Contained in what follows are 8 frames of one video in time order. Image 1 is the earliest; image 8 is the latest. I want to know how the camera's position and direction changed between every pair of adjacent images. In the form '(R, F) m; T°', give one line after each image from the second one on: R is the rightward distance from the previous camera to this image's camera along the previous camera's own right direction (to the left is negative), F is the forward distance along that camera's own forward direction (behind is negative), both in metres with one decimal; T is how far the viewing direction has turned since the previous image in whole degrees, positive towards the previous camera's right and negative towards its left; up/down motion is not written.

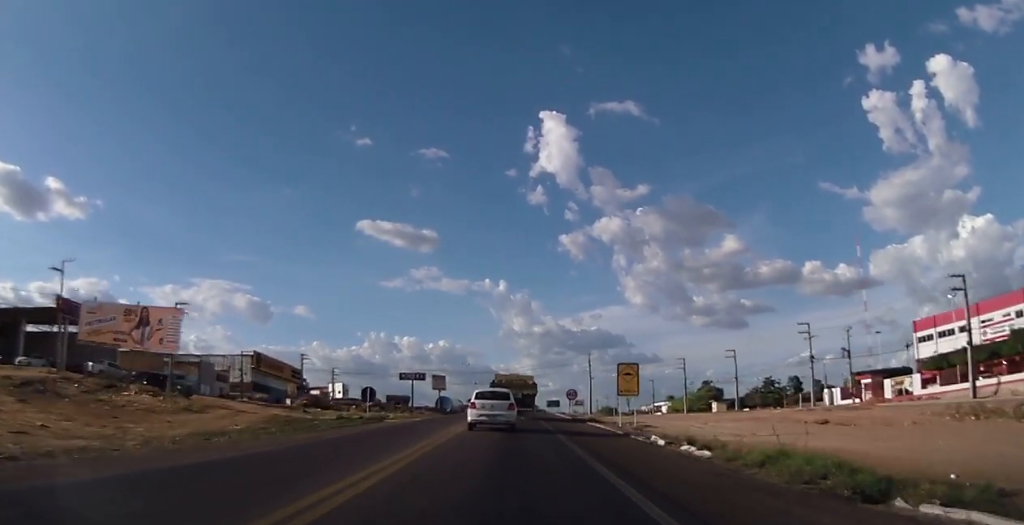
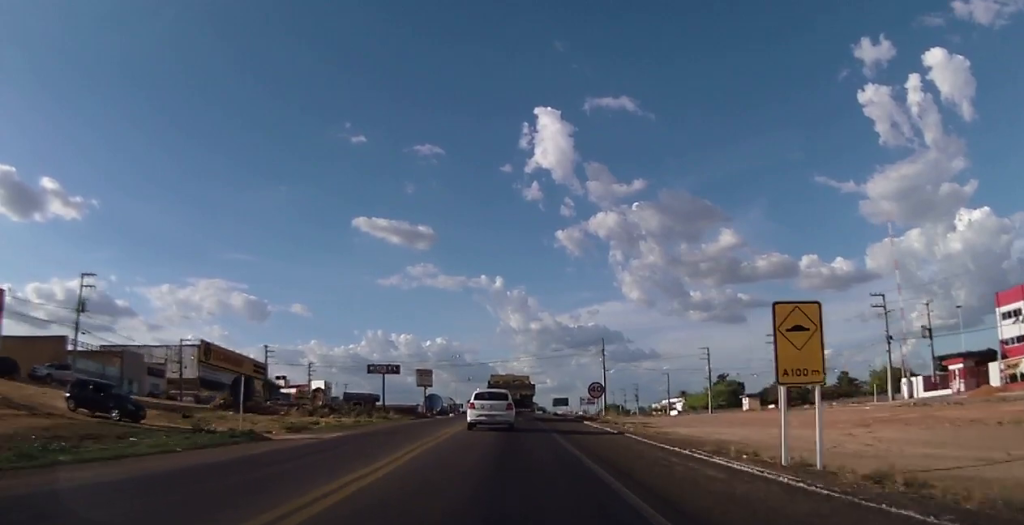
(-0.1, +20.0) m; -1°
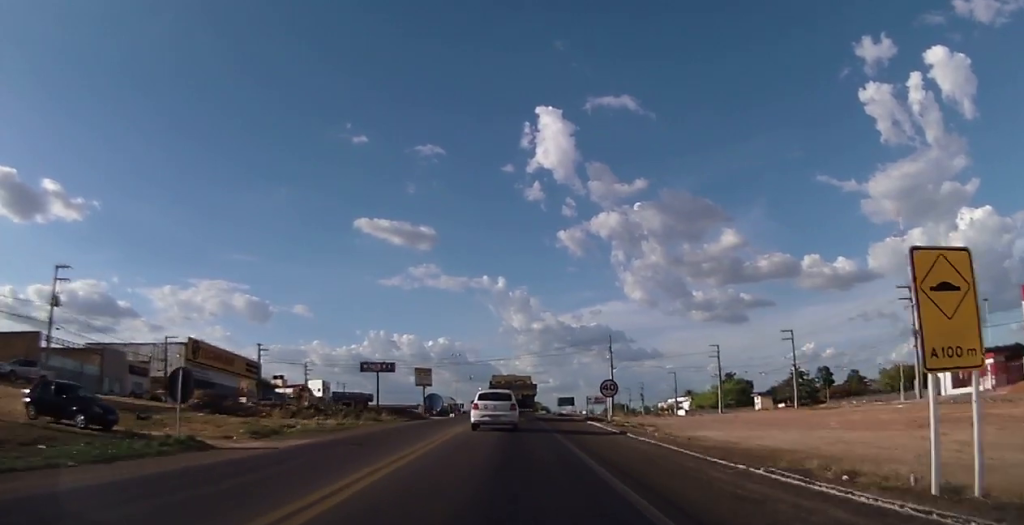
(-0.1, +4.8) m; 0°
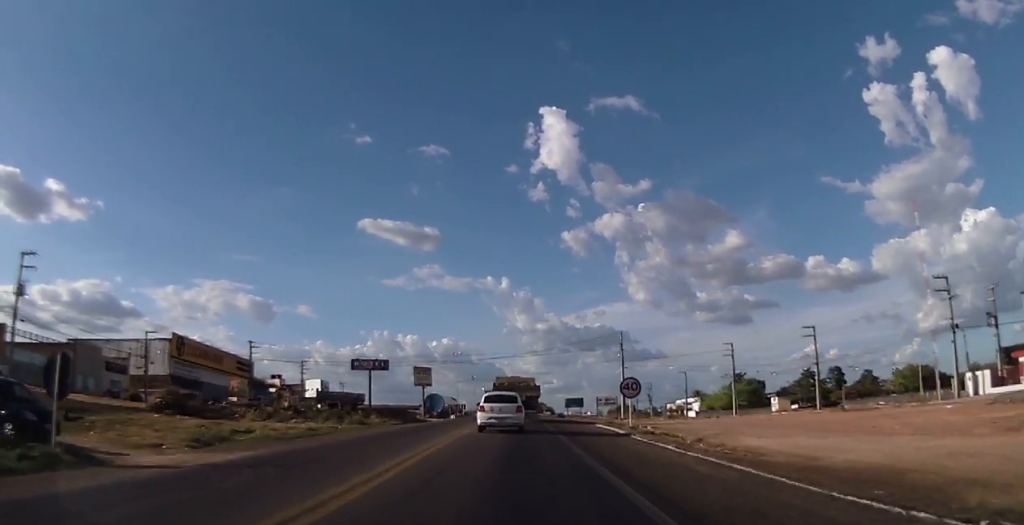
(0.0, +5.9) m; +1°
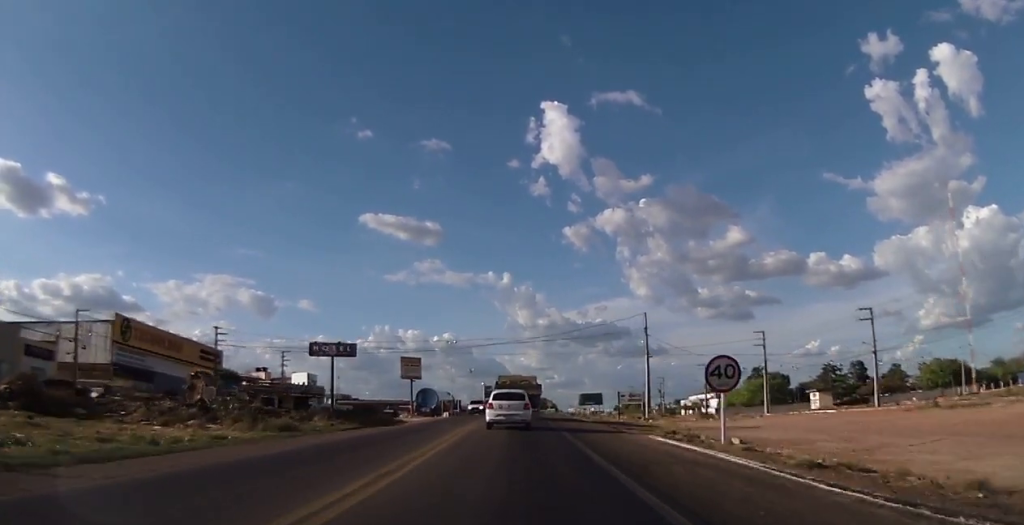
(+0.5, +14.7) m; +1°
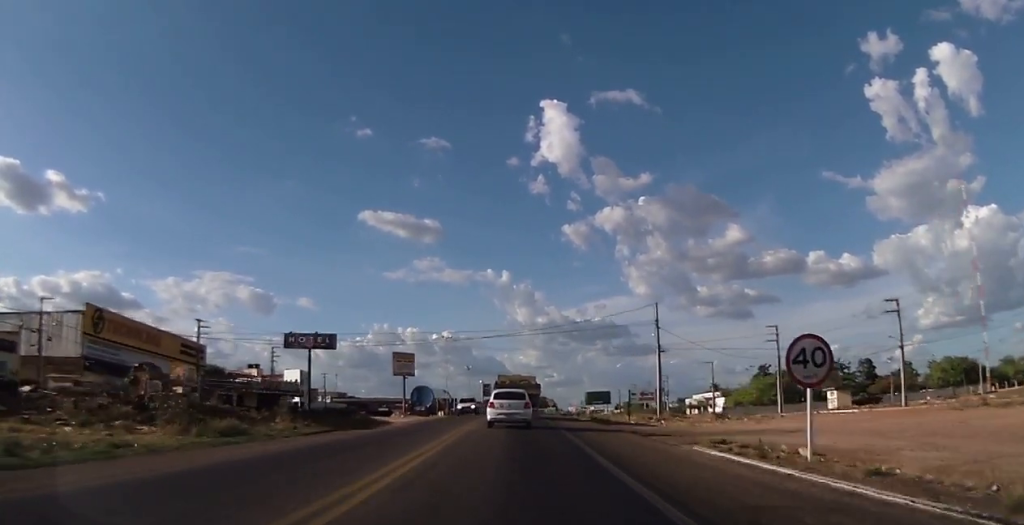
(0.0, +5.8) m; -1°
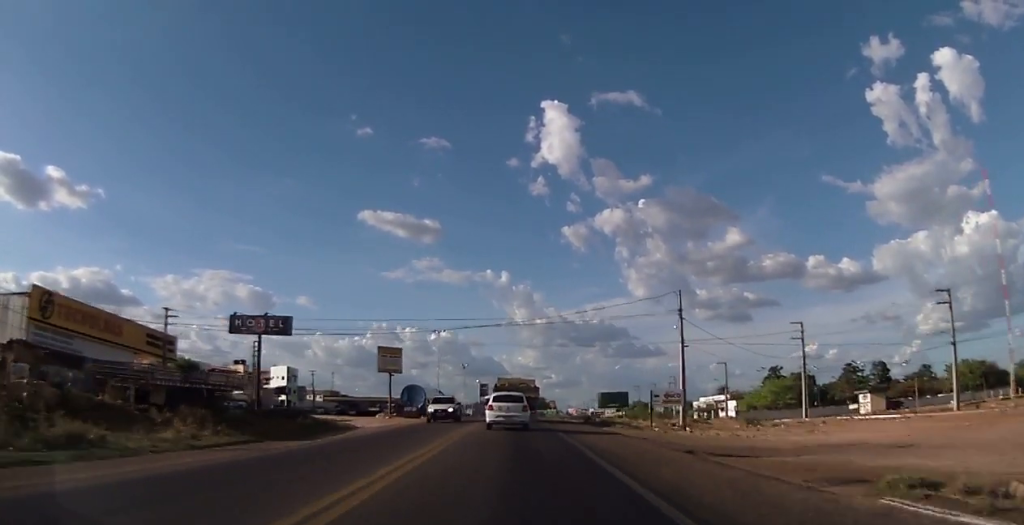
(-0.4, +9.3) m; -2°
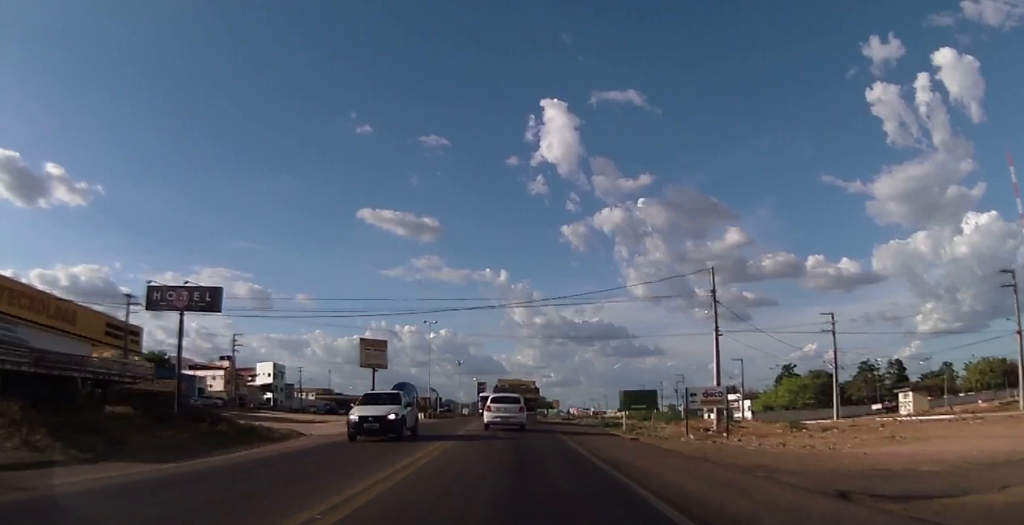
(+0.1, +9.2) m; +2°
